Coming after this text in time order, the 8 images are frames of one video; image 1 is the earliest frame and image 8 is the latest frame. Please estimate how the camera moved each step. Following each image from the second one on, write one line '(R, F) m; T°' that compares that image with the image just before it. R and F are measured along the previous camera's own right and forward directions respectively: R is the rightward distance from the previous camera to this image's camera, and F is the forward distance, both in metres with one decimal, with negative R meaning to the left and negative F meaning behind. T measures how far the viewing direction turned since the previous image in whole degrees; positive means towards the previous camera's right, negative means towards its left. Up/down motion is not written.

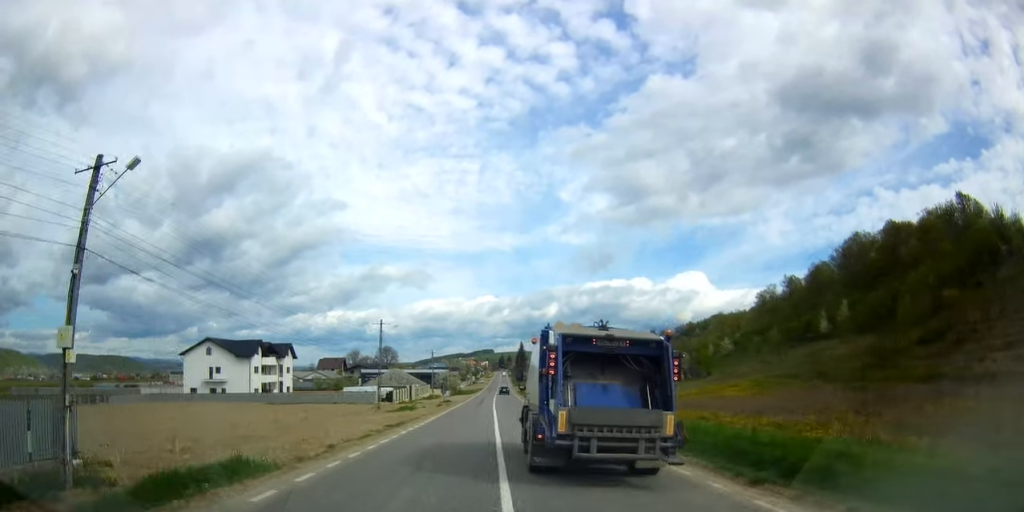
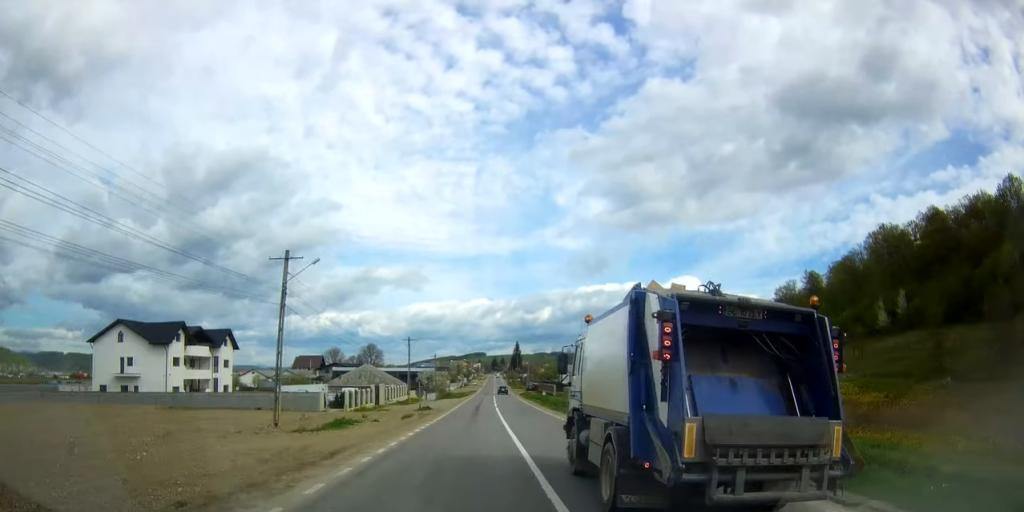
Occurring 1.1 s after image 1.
(+0.6, +24.3) m; +1°
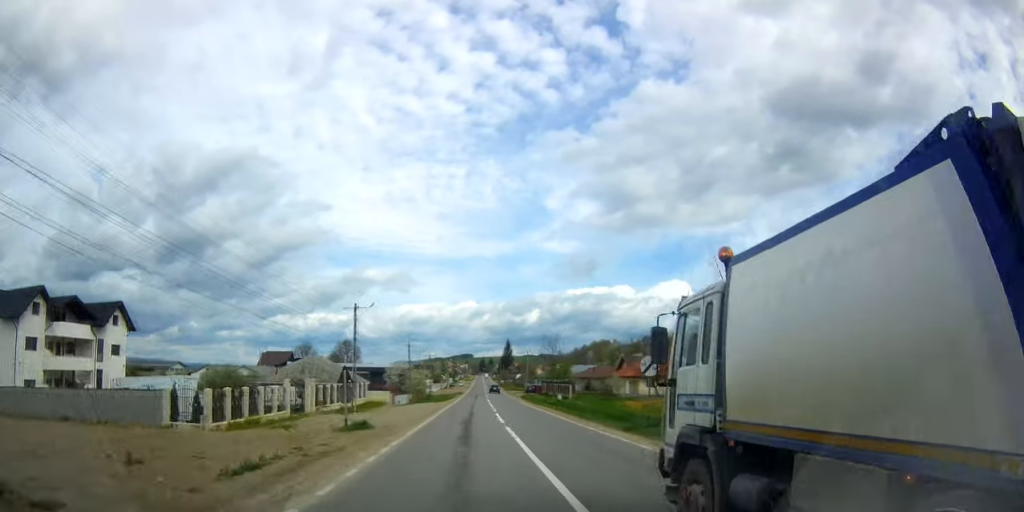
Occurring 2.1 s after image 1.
(-0.1, +25.4) m; 0°
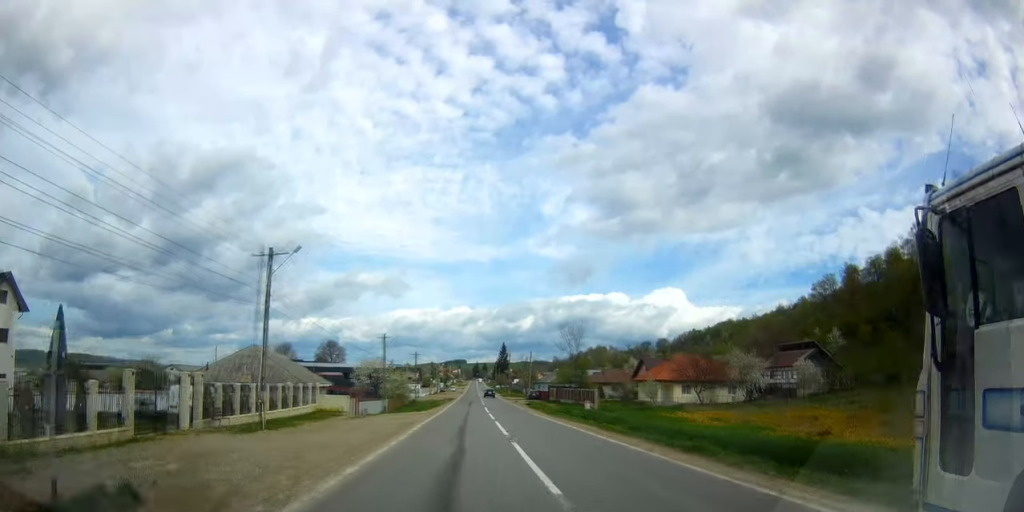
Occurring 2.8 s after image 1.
(-0.1, +17.3) m; 0°
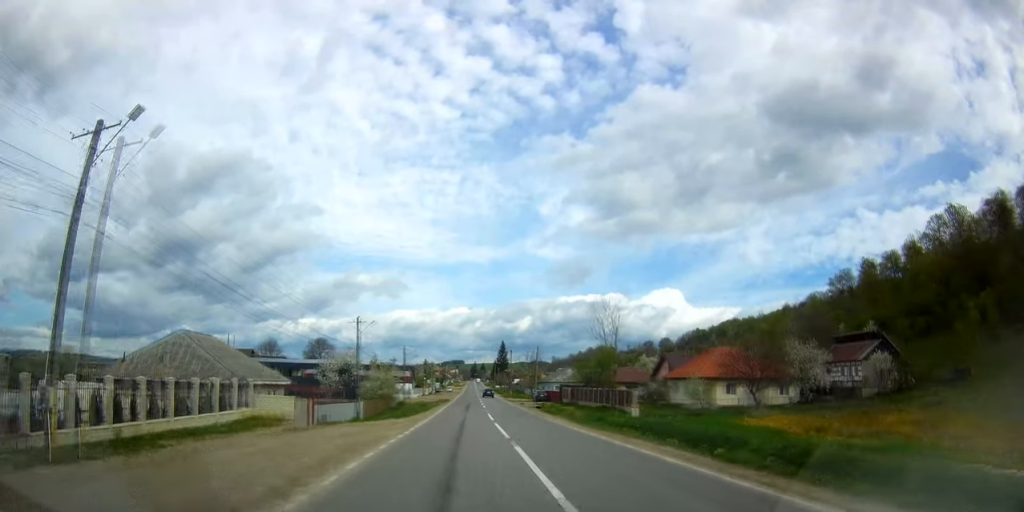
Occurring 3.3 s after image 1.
(+0.1, +12.6) m; +1°
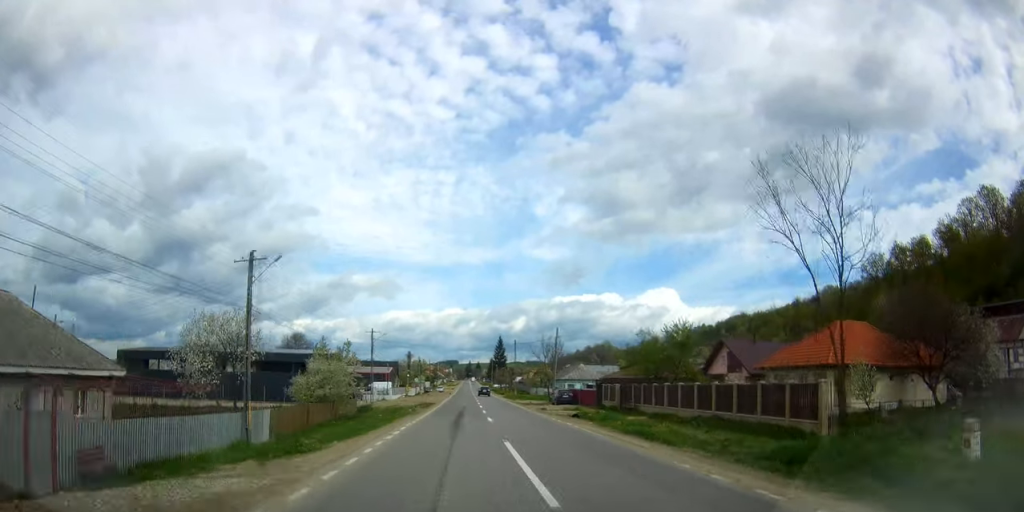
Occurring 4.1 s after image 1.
(+0.3, +22.6) m; +1°
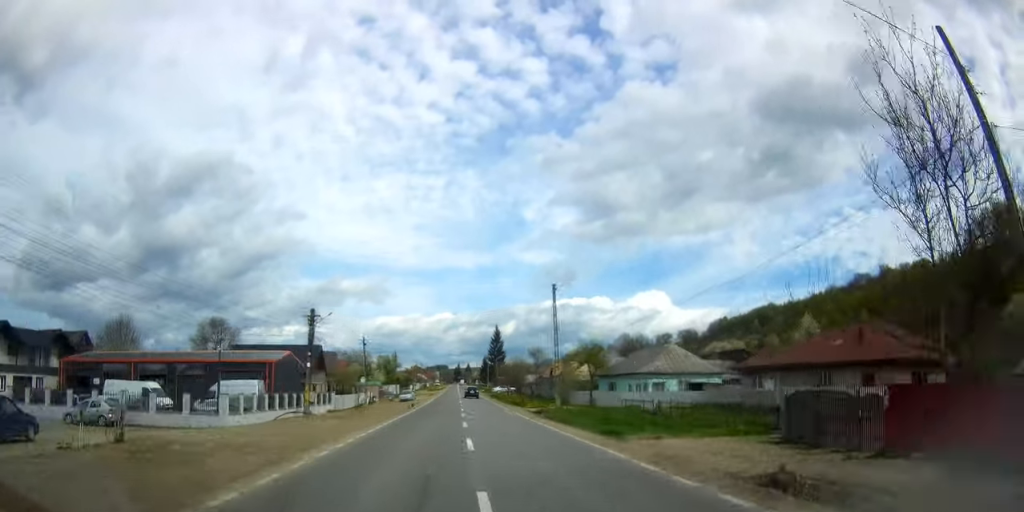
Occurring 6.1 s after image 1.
(+0.6, +55.1) m; +1°
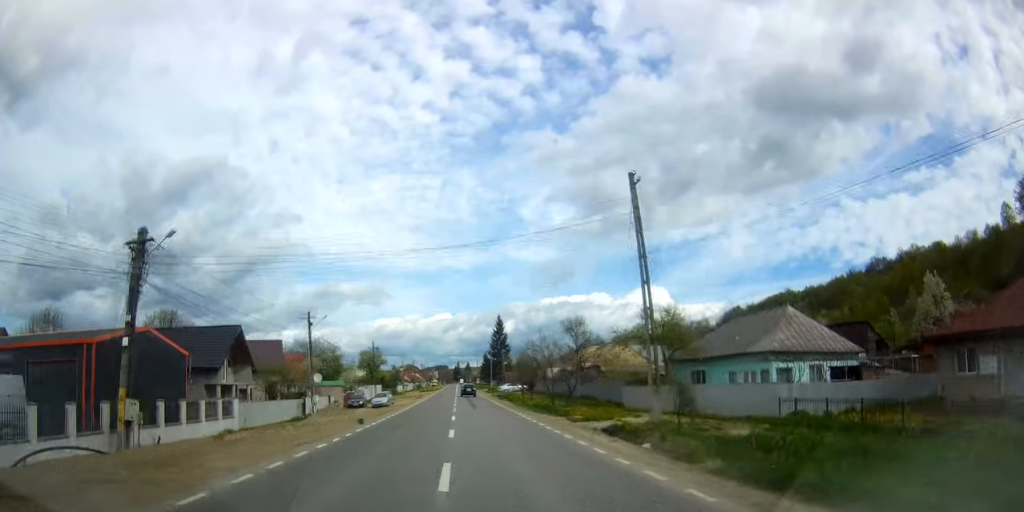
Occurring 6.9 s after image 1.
(+0.1, +24.3) m; 0°
